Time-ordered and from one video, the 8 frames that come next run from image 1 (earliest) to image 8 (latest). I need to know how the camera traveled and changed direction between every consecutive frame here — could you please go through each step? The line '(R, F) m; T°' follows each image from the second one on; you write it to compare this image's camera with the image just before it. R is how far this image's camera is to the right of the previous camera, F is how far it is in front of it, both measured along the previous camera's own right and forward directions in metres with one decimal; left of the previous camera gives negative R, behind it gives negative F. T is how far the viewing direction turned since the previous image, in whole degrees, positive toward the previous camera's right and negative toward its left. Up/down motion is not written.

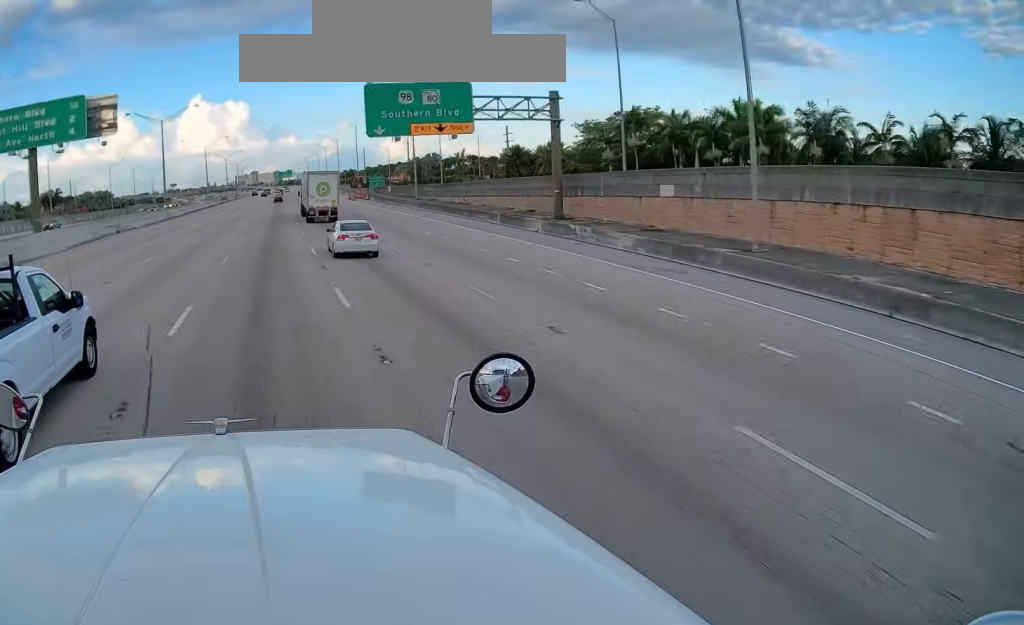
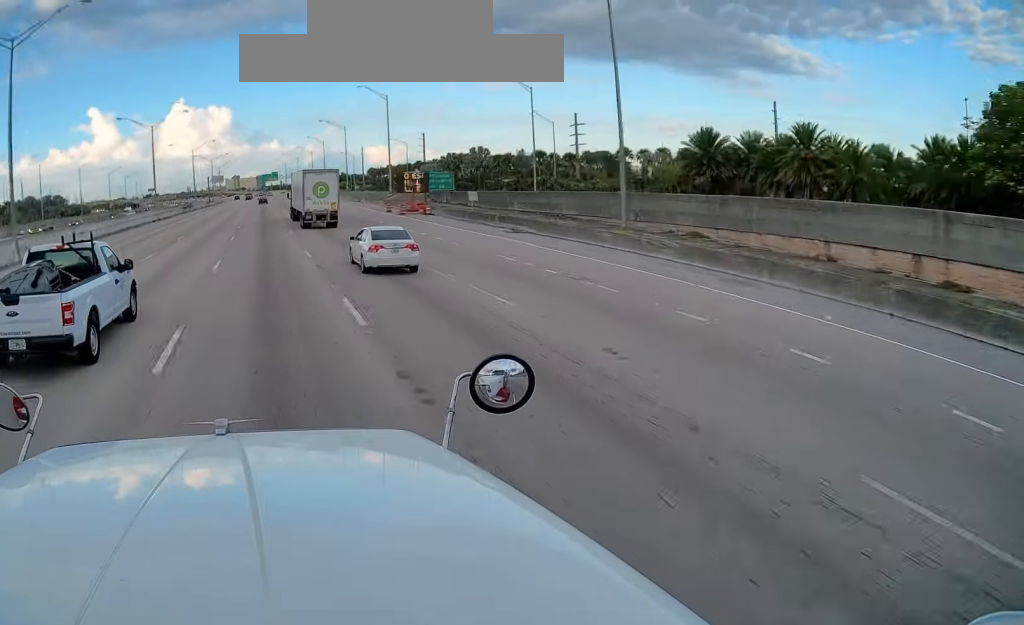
(+1.1, +51.1) m; +2°
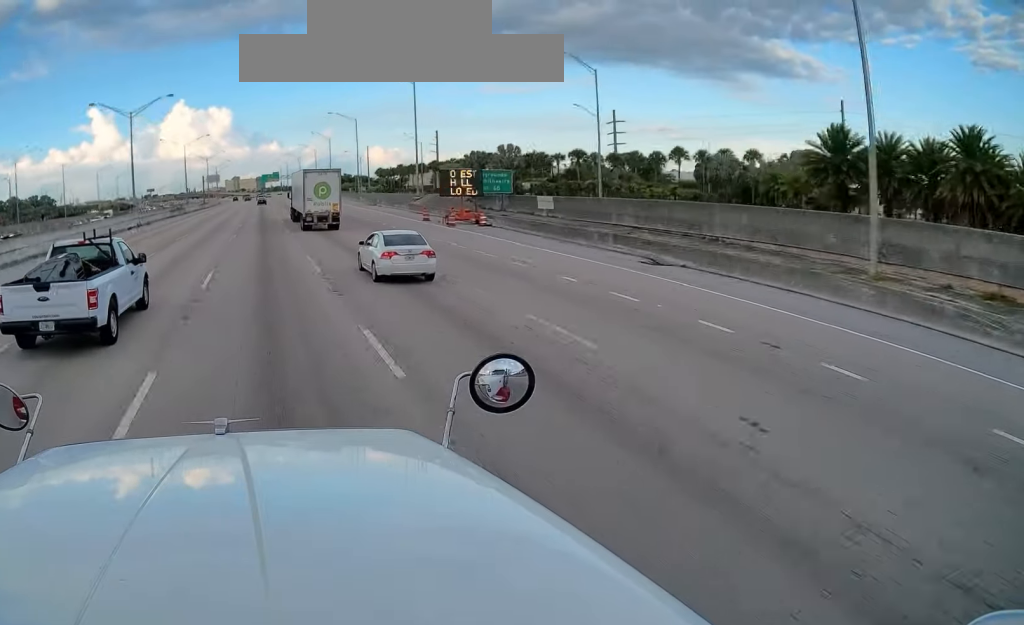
(+0.3, +15.9) m; 0°
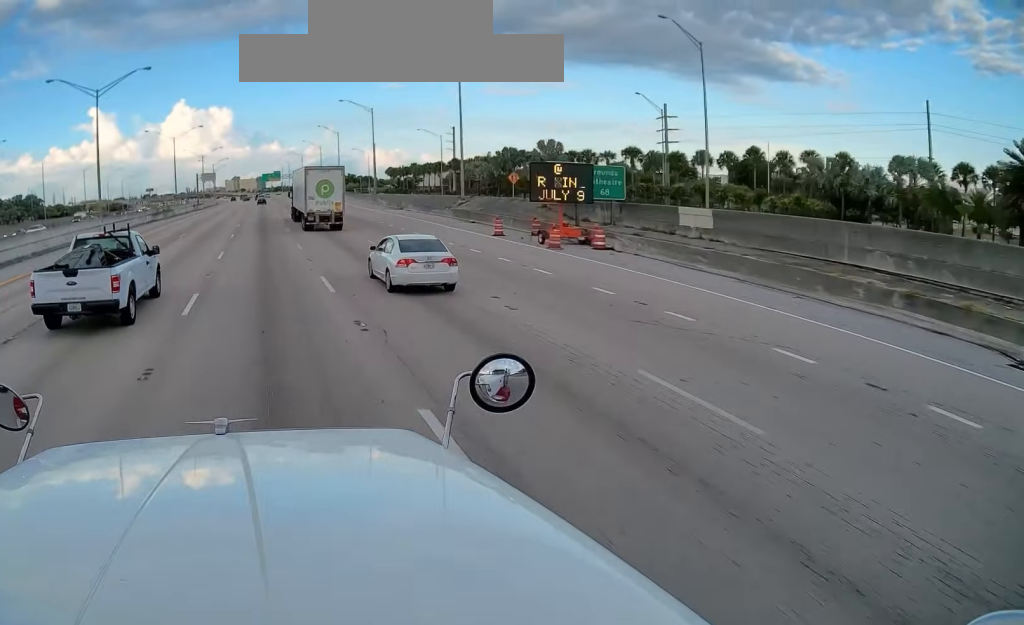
(+0.1, +15.8) m; 0°
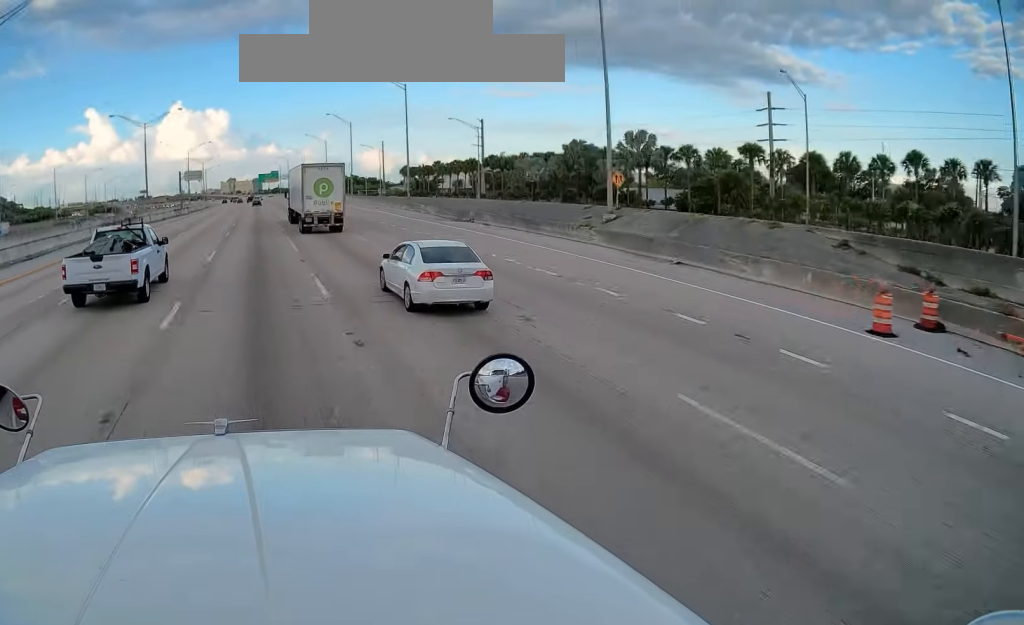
(-0.2, +26.3) m; -1°
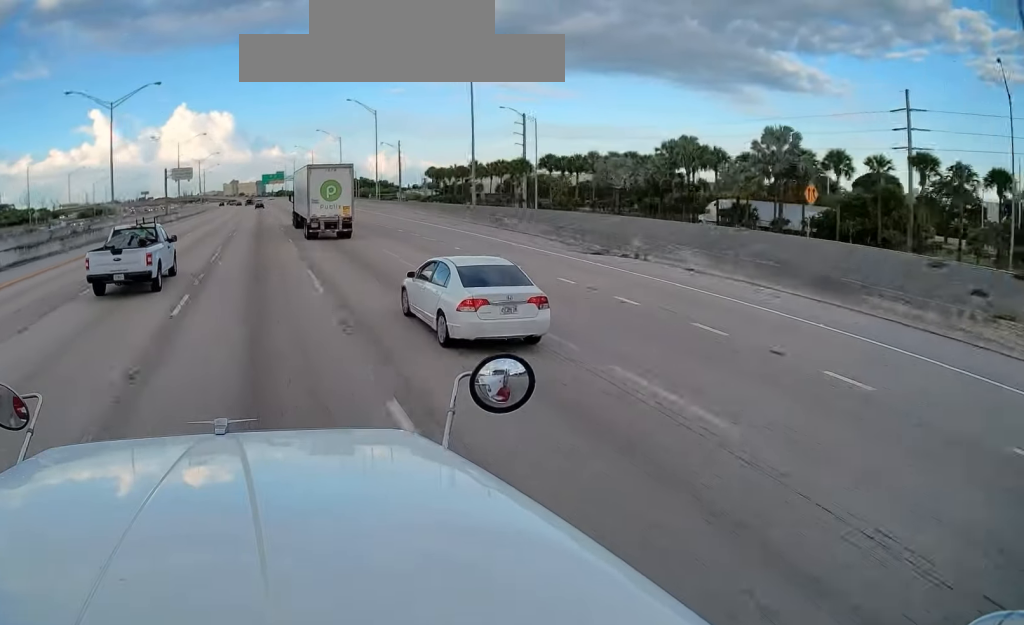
(-0.2, +24.3) m; 0°
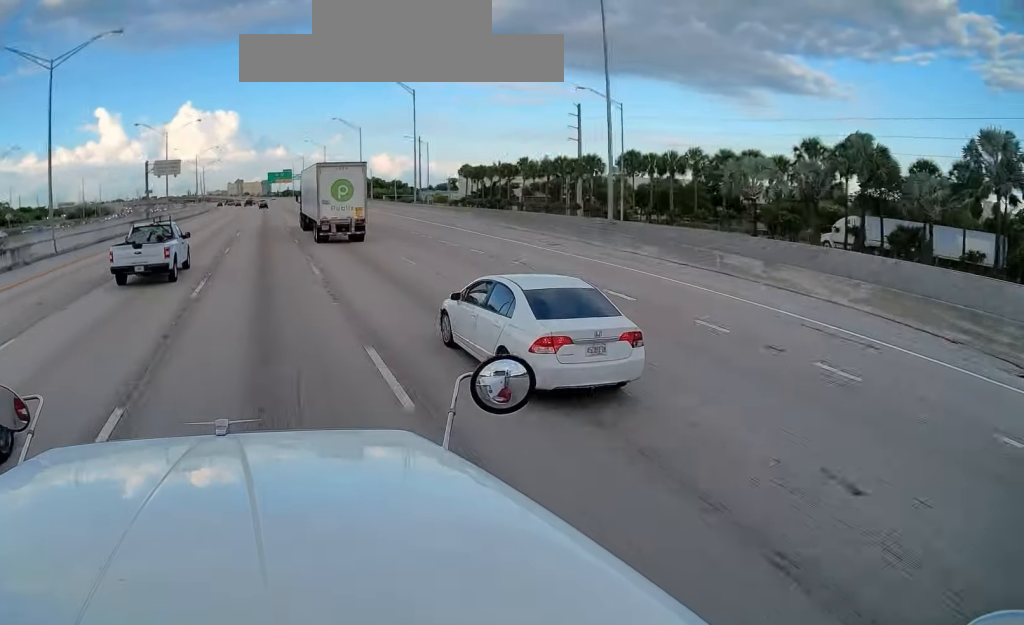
(+0.2, +21.1) m; 0°
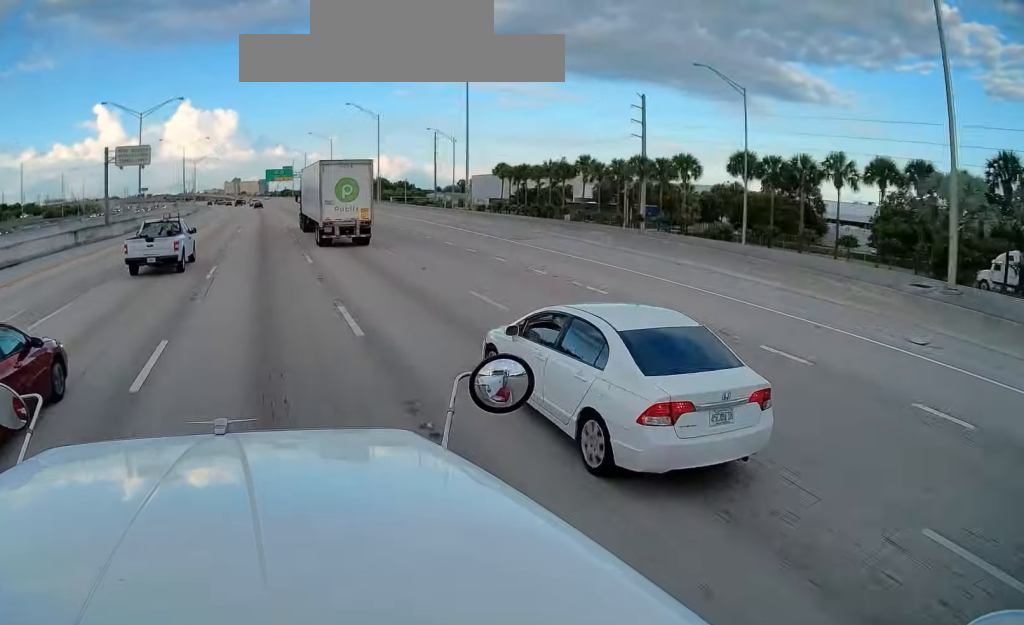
(+0.3, +22.1) m; 0°
